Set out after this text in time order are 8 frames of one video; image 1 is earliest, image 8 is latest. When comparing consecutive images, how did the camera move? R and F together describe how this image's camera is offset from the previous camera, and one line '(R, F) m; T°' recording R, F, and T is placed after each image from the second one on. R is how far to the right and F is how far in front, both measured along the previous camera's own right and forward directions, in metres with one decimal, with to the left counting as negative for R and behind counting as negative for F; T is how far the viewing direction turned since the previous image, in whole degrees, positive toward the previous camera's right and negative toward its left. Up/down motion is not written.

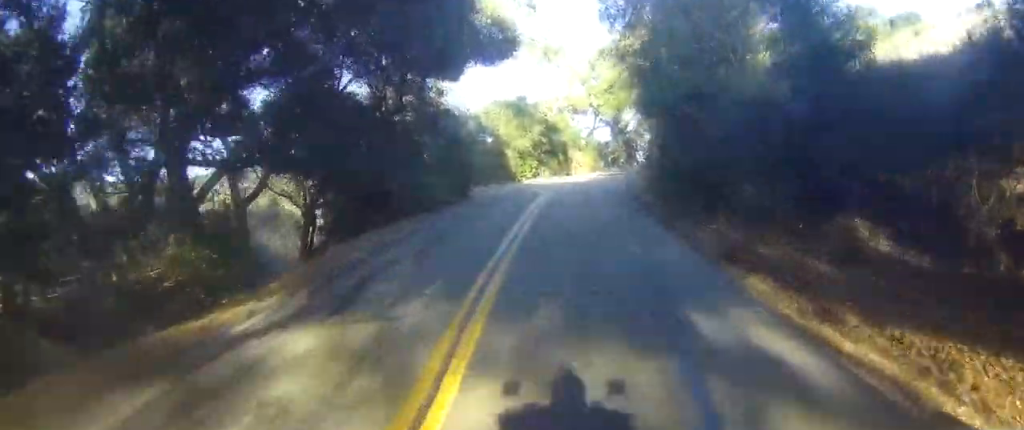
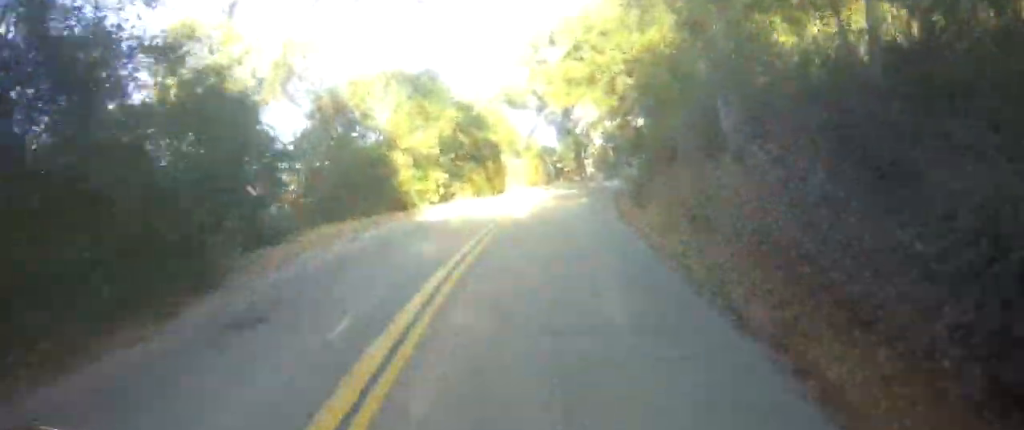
(+1.6, +17.0) m; +9°
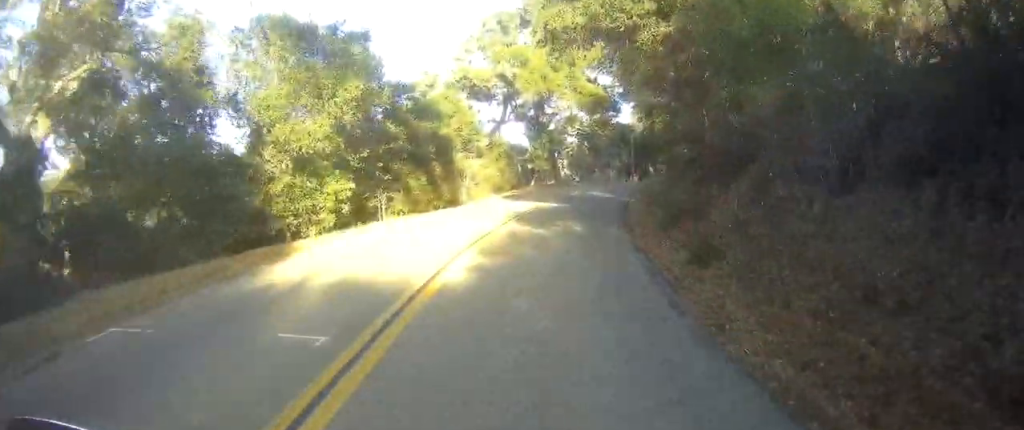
(+0.2, +9.8) m; +2°
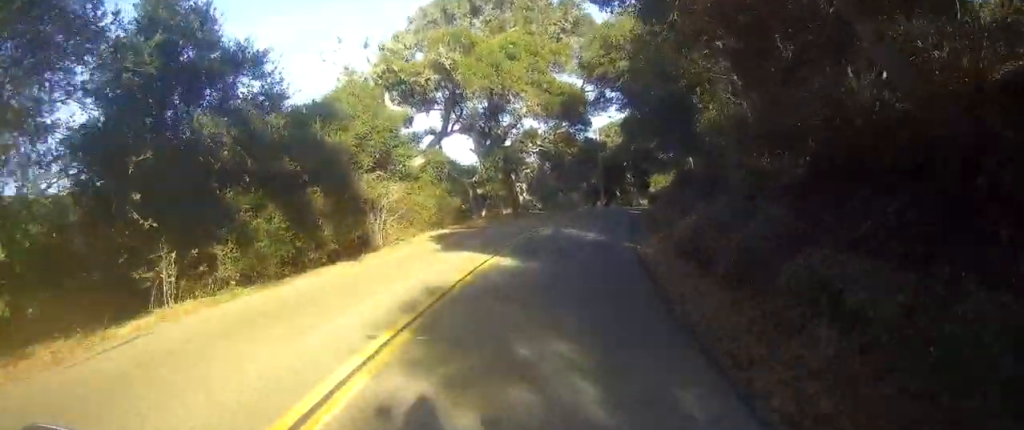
(0.0, +10.8) m; +1°
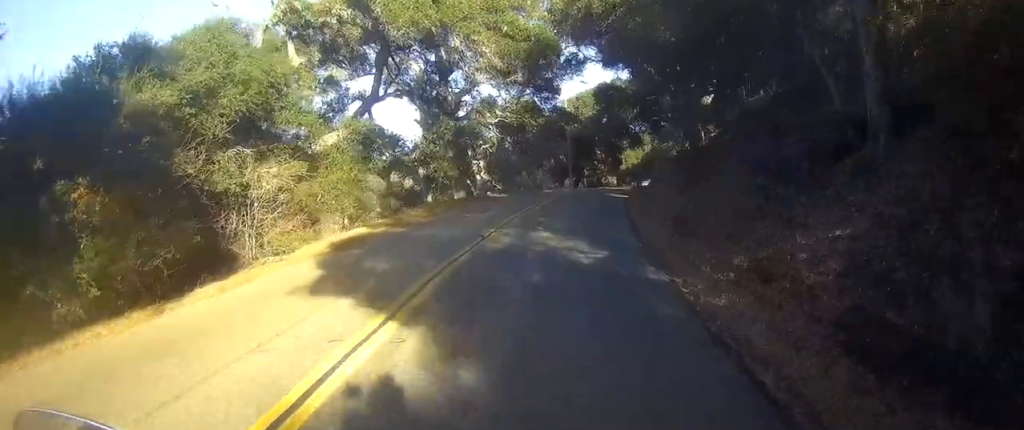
(+0.2, +8.2) m; +1°
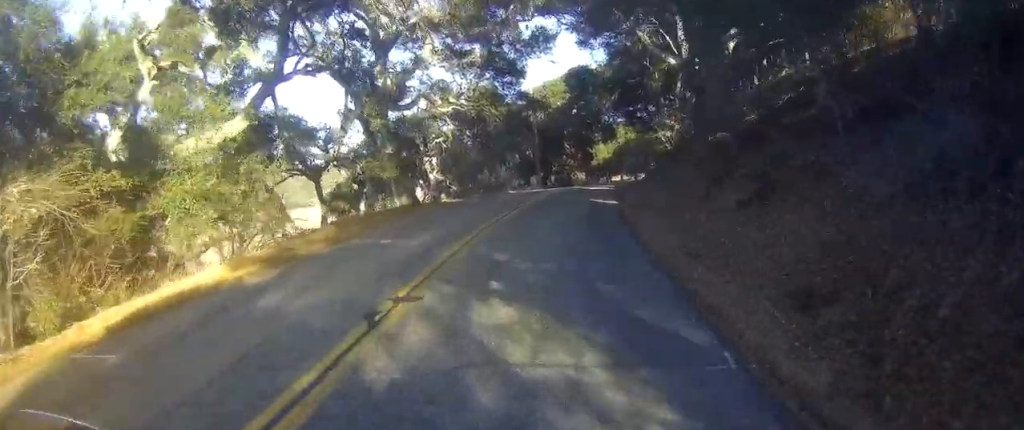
(-0.1, +7.7) m; -1°
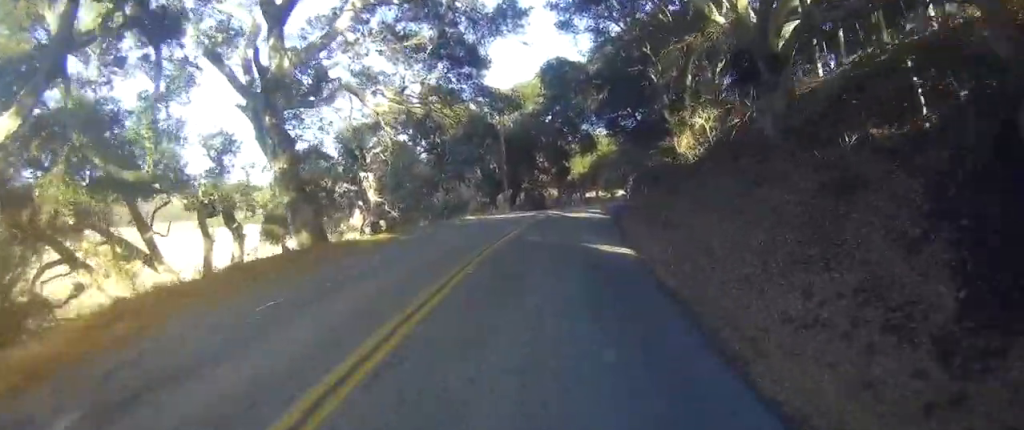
(-0.1, +10.1) m; 0°
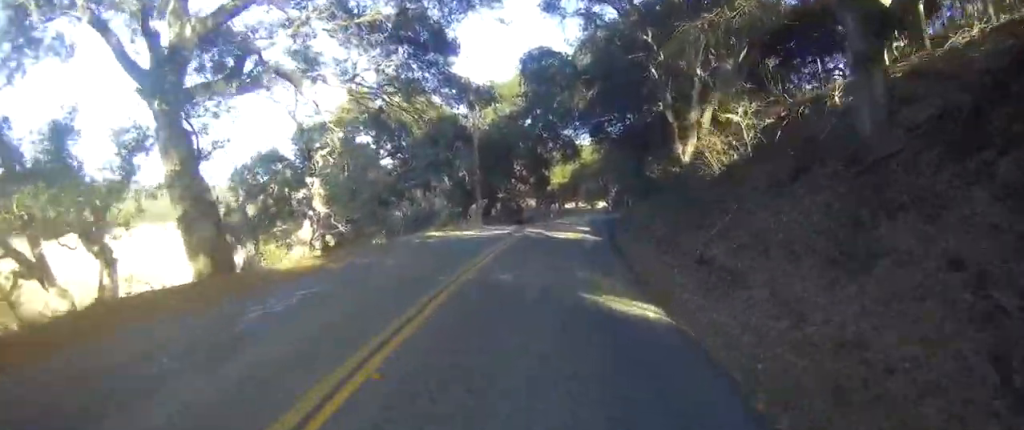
(-0.1, +5.6) m; +1°
